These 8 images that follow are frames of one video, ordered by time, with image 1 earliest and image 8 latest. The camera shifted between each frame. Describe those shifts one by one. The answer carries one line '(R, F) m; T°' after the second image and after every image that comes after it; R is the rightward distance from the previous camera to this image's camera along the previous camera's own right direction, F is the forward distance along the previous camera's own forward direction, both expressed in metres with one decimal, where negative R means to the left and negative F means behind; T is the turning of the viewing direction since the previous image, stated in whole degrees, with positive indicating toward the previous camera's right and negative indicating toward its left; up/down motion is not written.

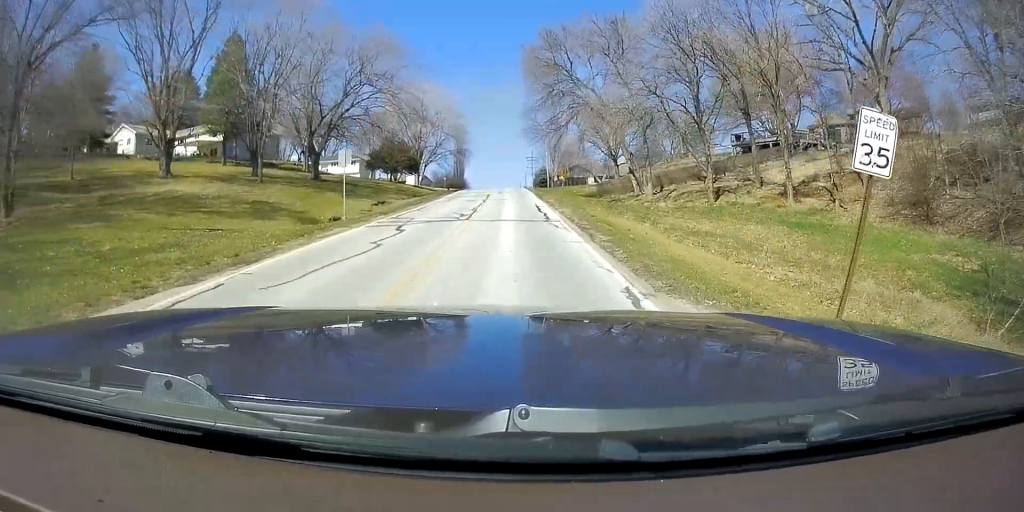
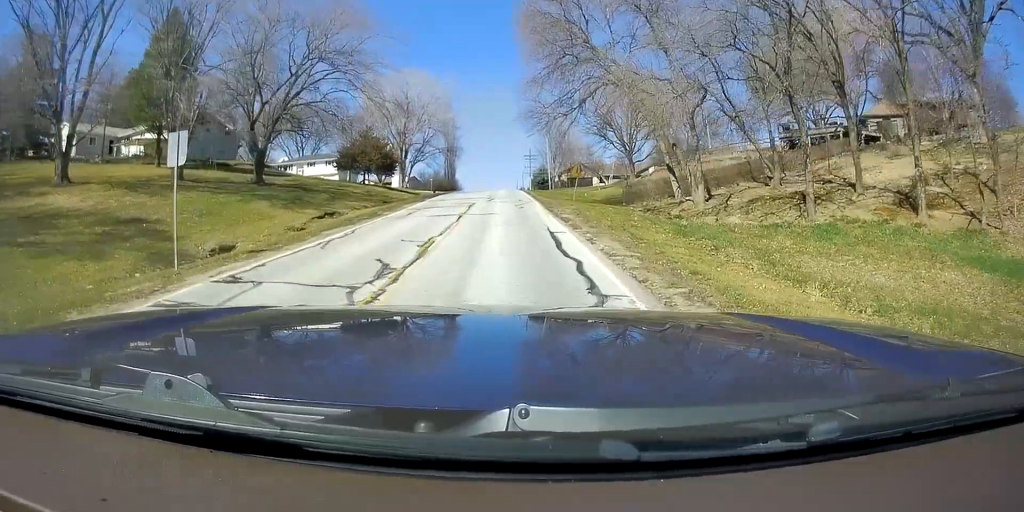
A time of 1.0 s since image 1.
(-0.8, +13.3) m; -2°
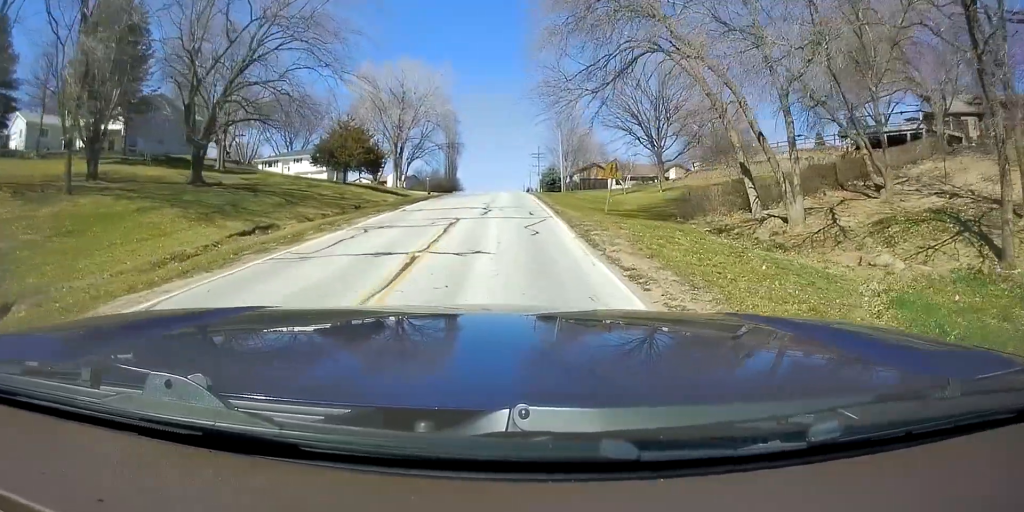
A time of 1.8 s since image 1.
(+0.3, +11.1) m; +2°
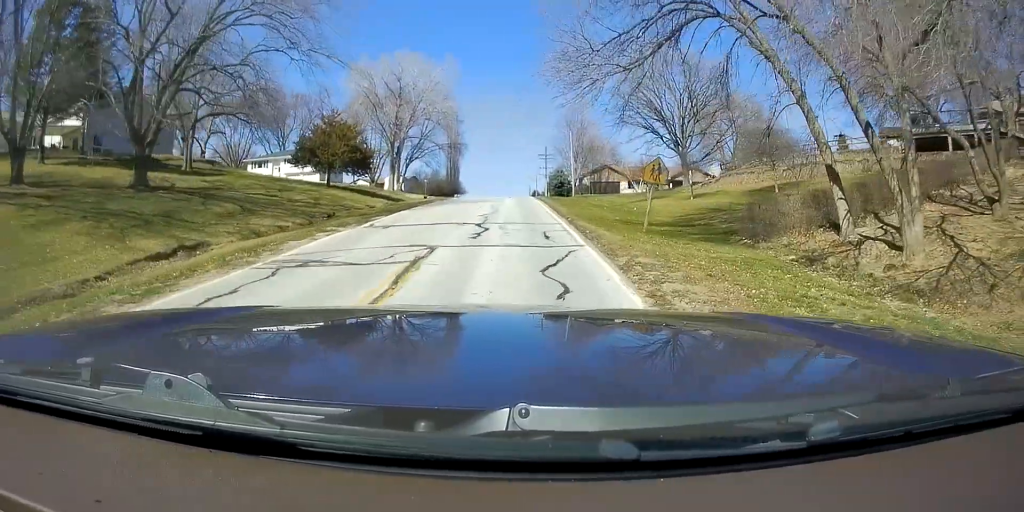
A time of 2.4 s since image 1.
(0.0, +7.1) m; -1°
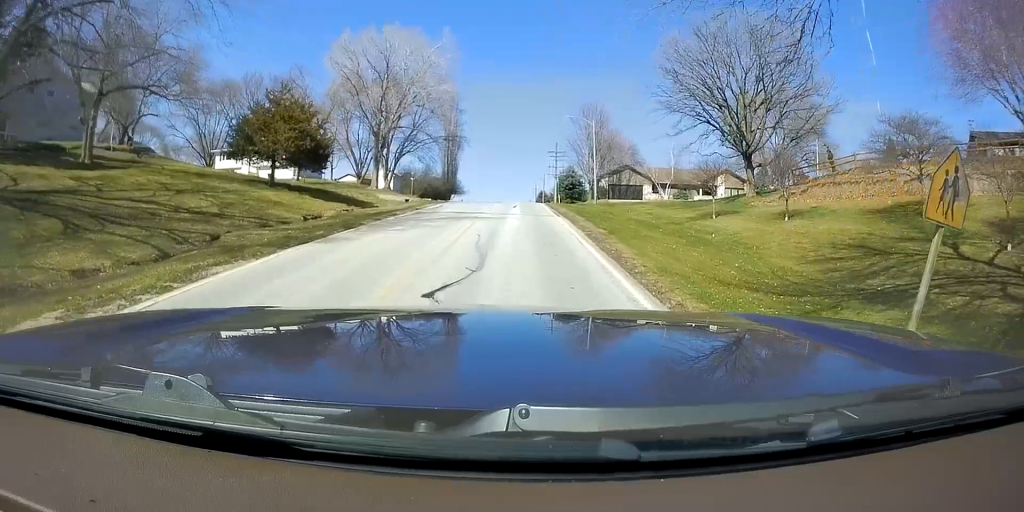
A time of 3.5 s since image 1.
(-0.2, +14.0) m; -1°
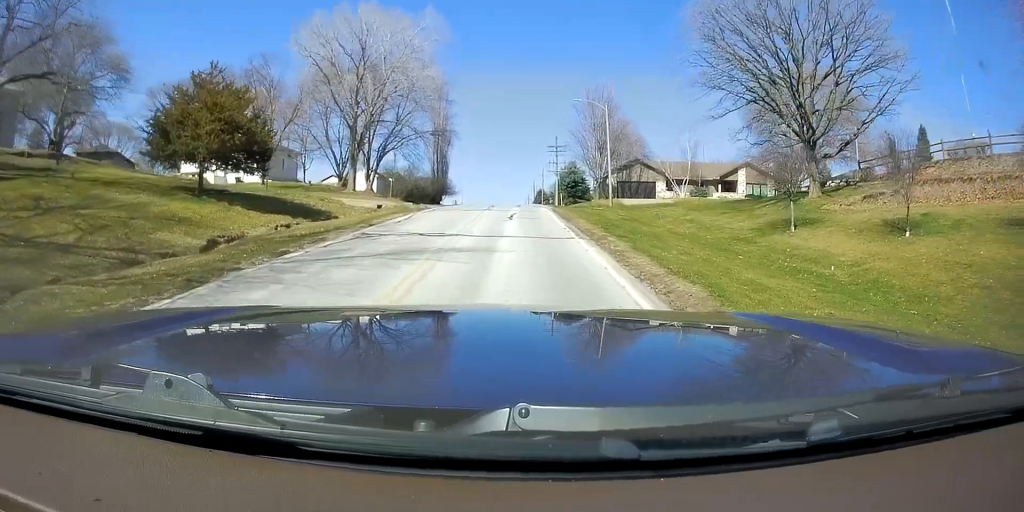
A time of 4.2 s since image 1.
(-0.1, +9.6) m; +1°
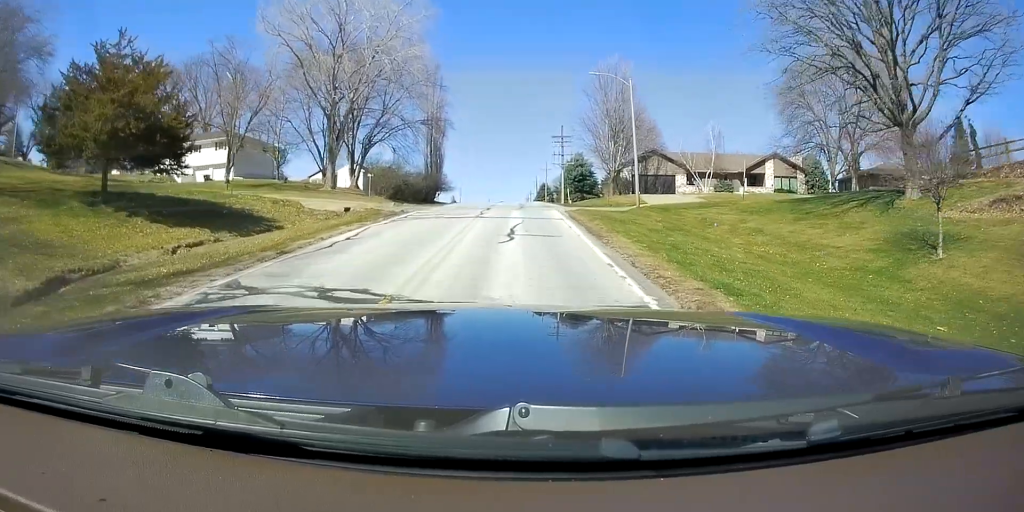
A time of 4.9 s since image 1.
(+0.1, +8.7) m; +3°
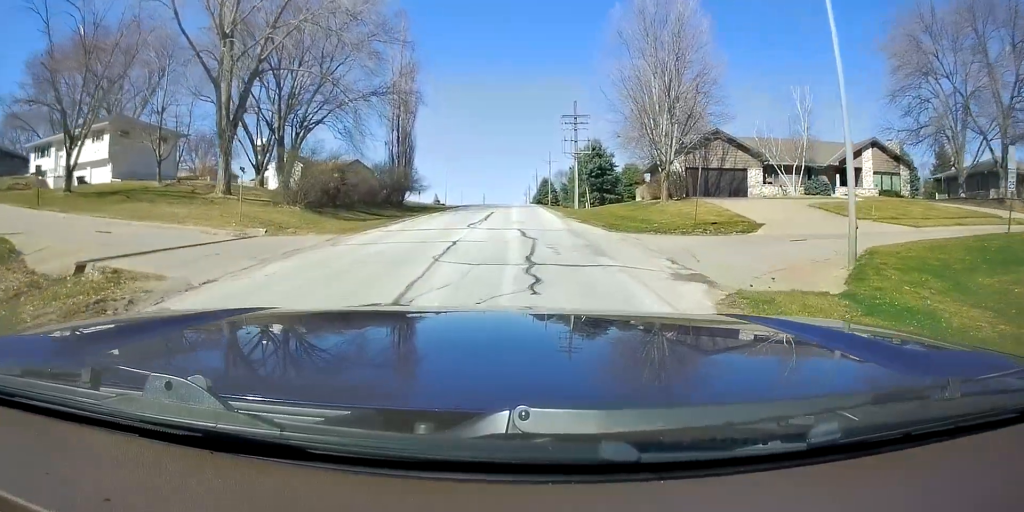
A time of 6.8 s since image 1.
(+0.1, +22.4) m; 0°
